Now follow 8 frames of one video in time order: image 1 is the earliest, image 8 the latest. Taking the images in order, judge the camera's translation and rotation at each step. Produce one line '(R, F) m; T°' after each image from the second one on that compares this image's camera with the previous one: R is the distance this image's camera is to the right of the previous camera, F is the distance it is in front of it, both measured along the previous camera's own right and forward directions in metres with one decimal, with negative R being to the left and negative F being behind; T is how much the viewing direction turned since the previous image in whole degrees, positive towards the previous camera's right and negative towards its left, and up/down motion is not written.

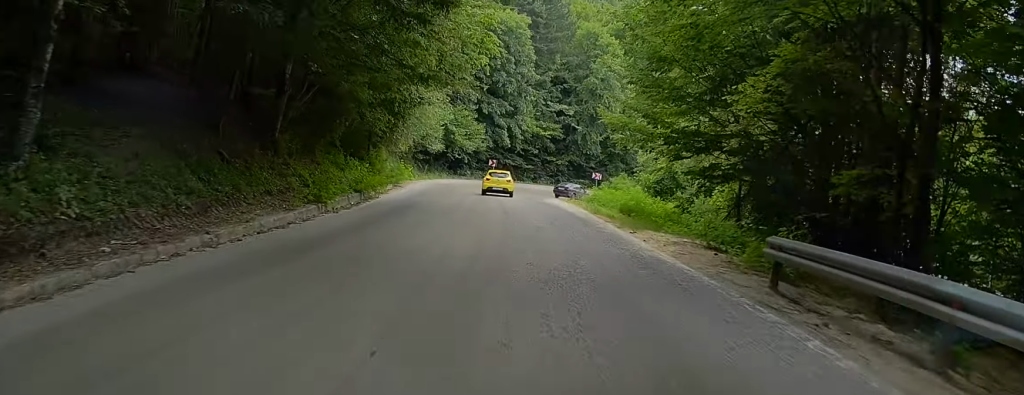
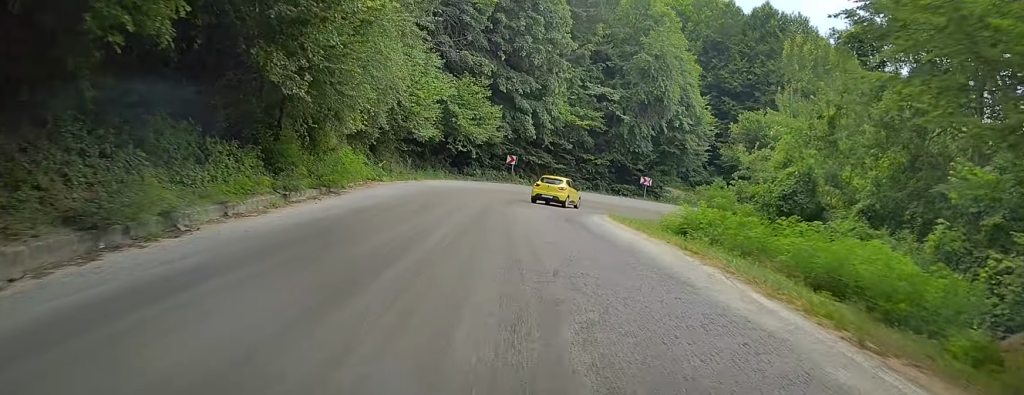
(-0.2, +18.2) m; +1°
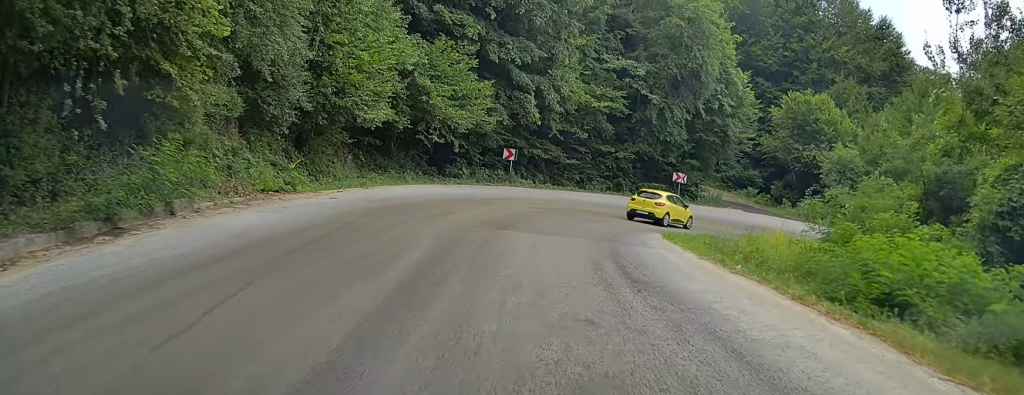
(+0.5, +13.2) m; +5°
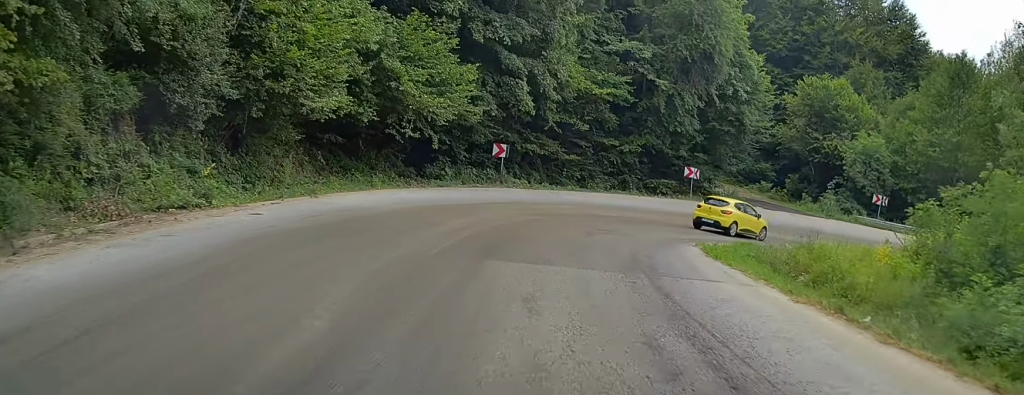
(+0.3, +5.7) m; +2°
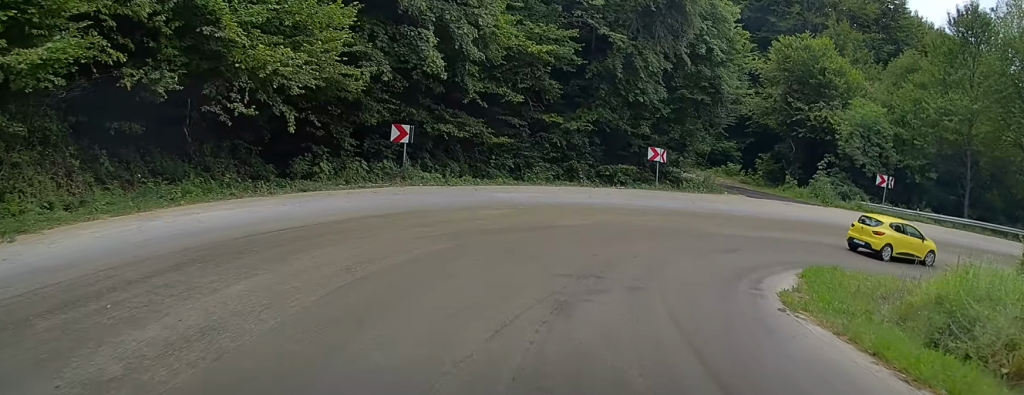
(+0.4, +11.2) m; +2°
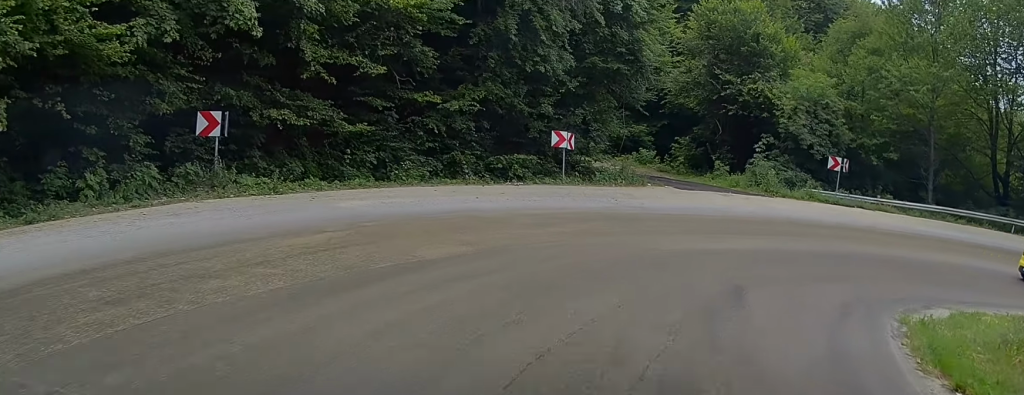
(-0.1, +9.4) m; +10°
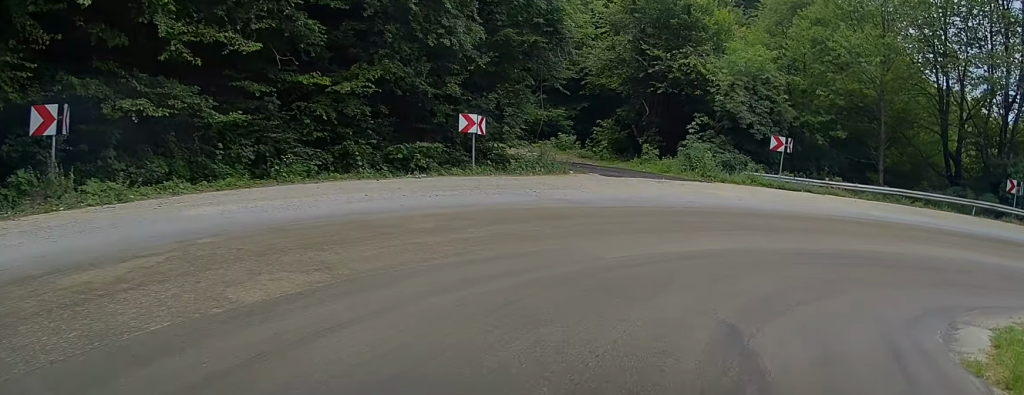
(+0.7, +4.3) m; +9°
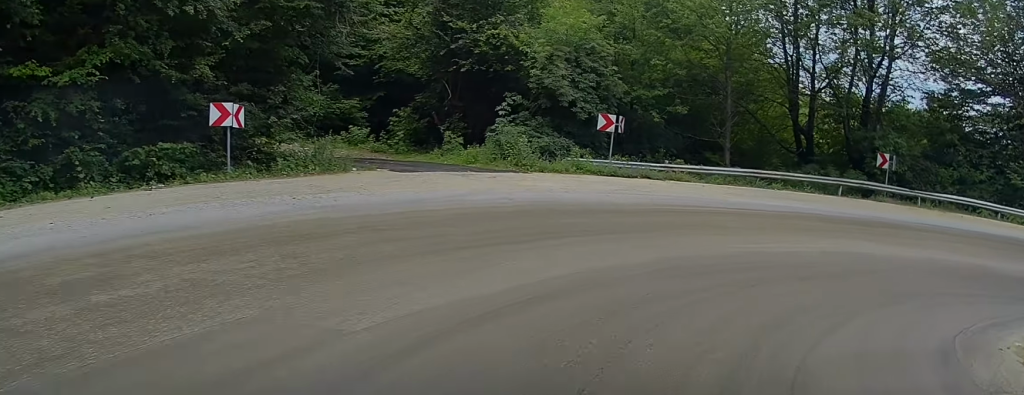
(+0.9, +6.3) m; +14°
